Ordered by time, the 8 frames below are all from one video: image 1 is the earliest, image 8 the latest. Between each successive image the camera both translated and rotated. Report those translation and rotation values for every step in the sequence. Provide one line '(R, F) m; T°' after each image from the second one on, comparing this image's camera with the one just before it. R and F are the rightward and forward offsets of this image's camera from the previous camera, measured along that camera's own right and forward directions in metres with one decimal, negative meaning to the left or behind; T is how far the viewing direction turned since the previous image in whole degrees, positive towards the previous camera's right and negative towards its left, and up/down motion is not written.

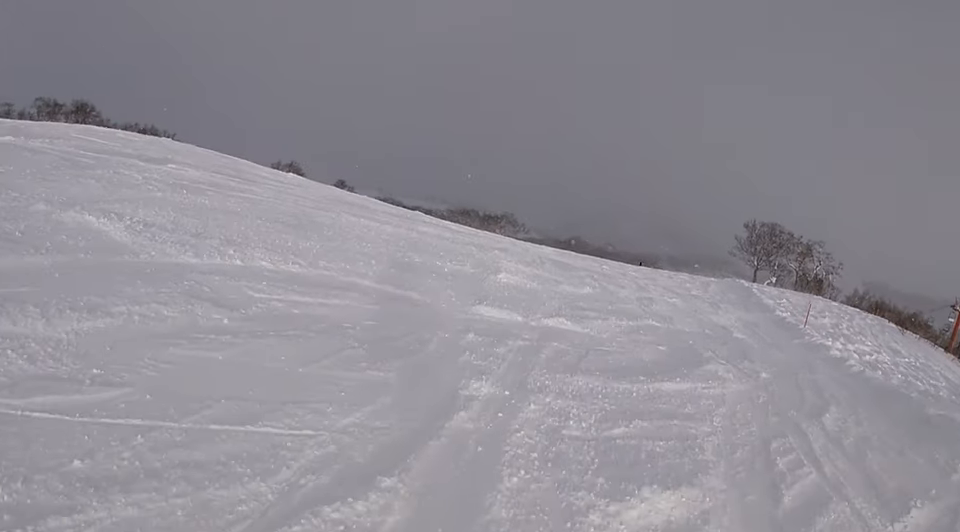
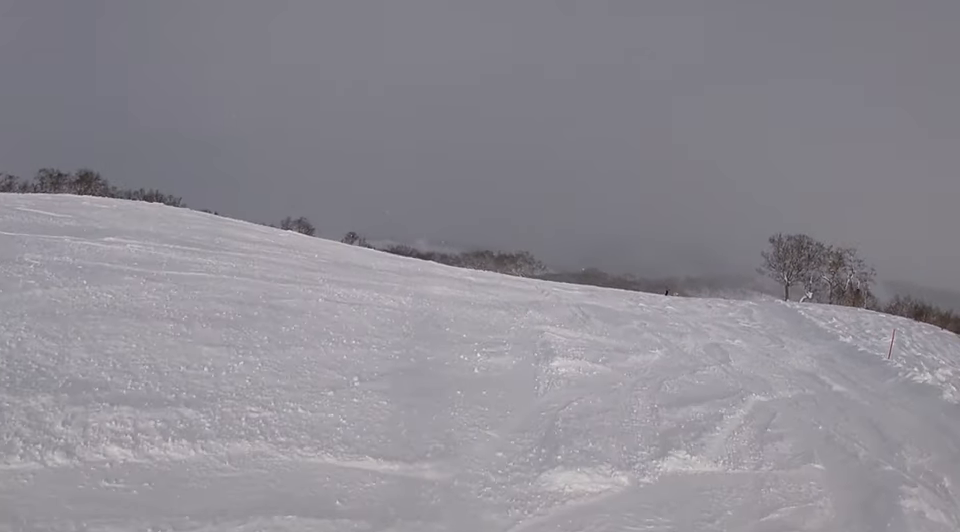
(-0.7, +3.7) m; -24°
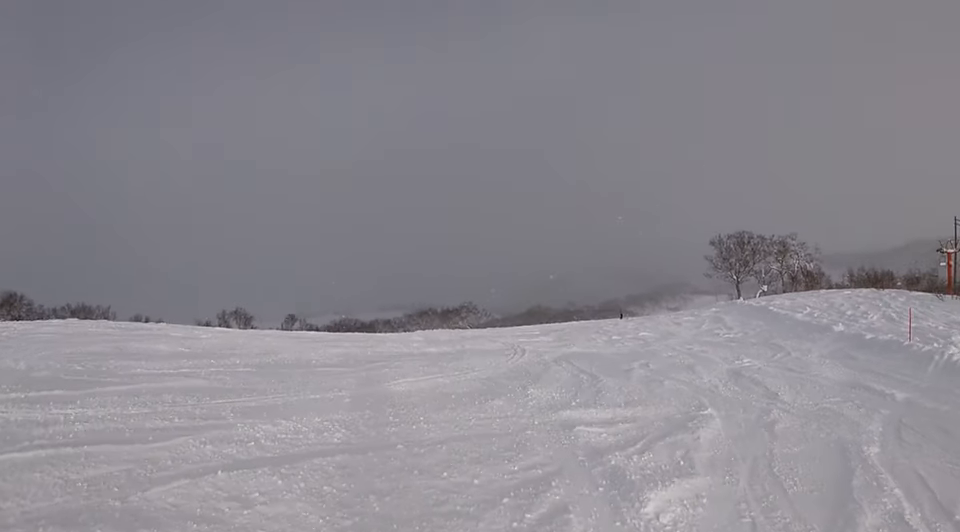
(-0.9, +3.6) m; +5°
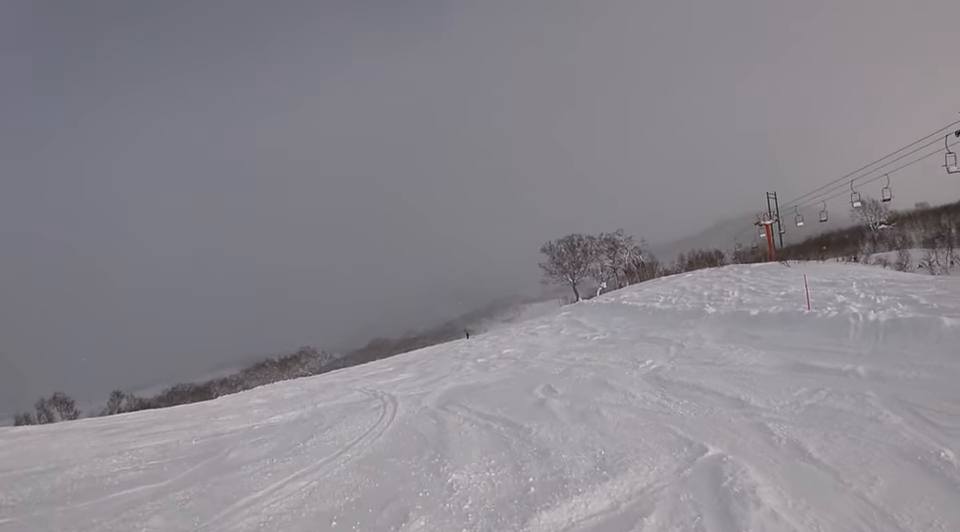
(0.0, +3.4) m; +17°
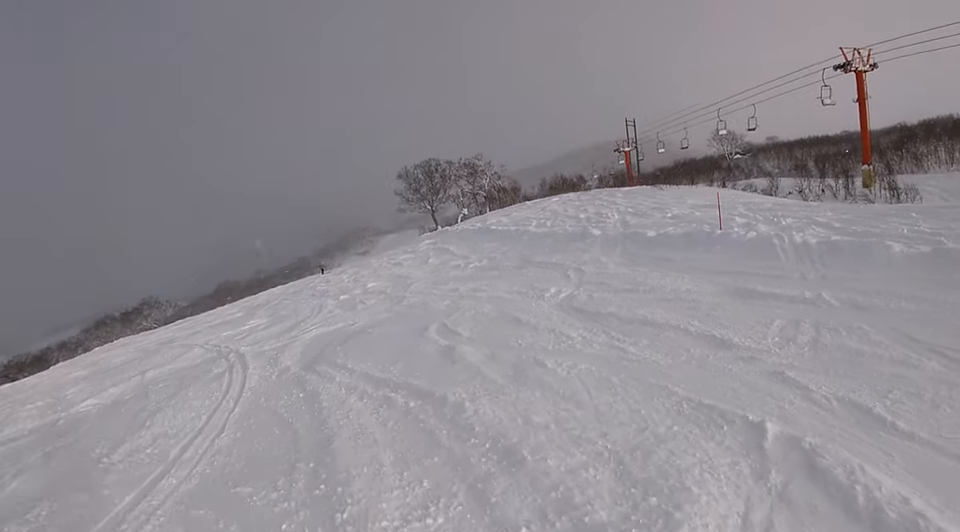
(+1.2, +2.8) m; +20°
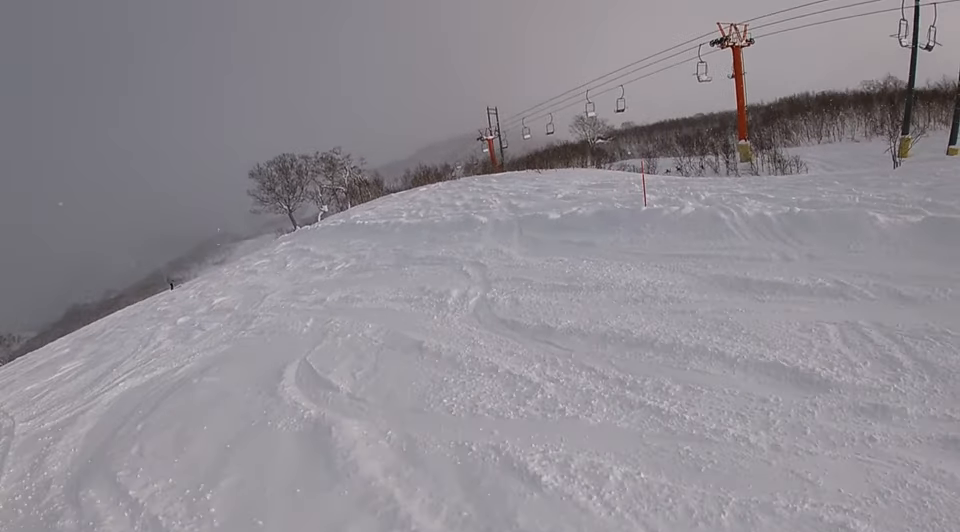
(+0.4, +3.5) m; +7°
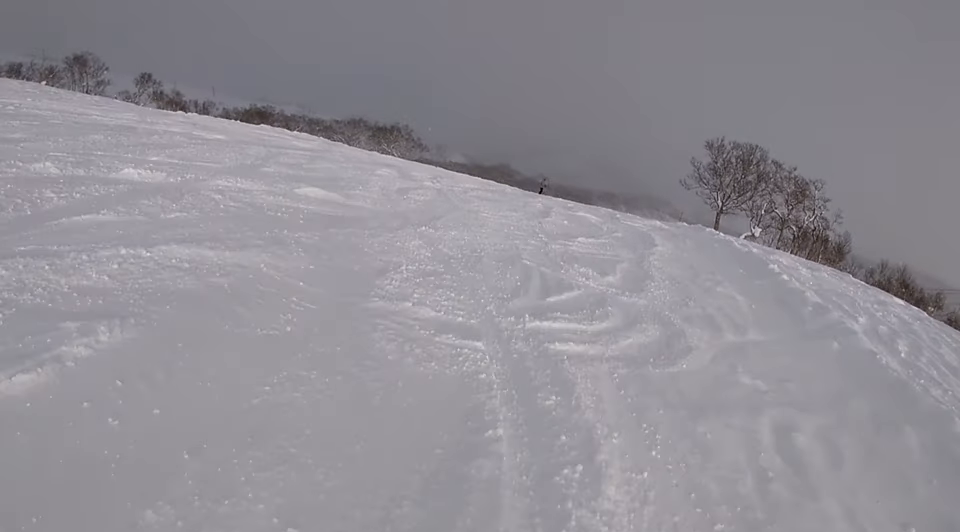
(-0.1, +13.7) m; -22°
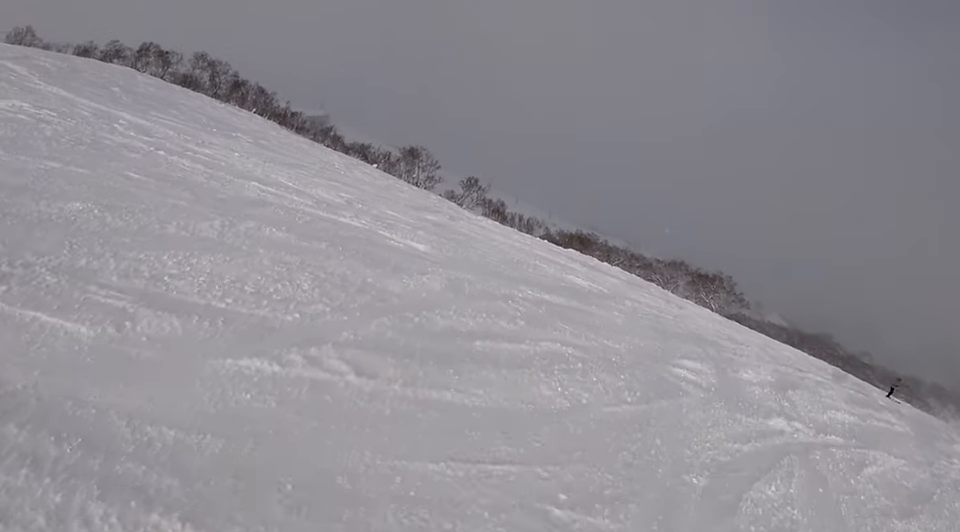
(-3.0, +6.6) m; -42°
